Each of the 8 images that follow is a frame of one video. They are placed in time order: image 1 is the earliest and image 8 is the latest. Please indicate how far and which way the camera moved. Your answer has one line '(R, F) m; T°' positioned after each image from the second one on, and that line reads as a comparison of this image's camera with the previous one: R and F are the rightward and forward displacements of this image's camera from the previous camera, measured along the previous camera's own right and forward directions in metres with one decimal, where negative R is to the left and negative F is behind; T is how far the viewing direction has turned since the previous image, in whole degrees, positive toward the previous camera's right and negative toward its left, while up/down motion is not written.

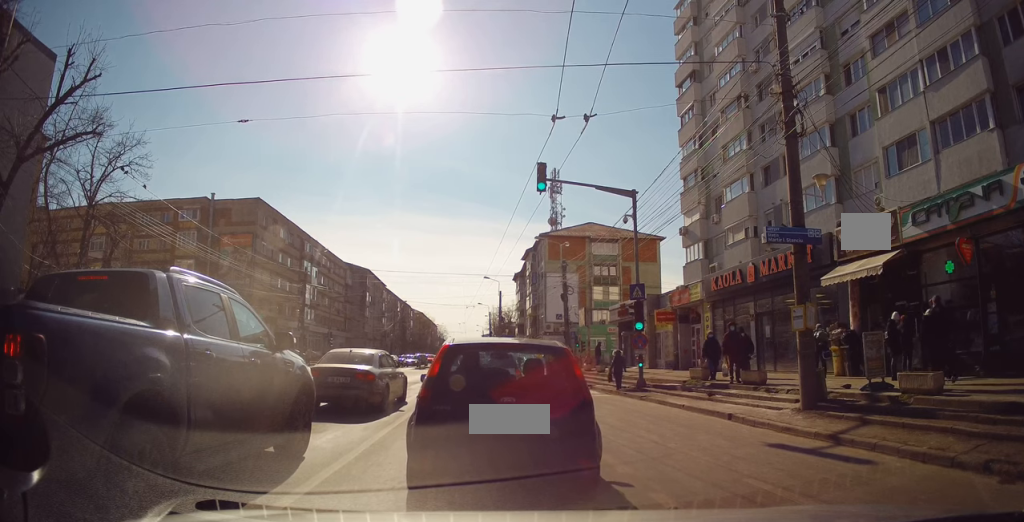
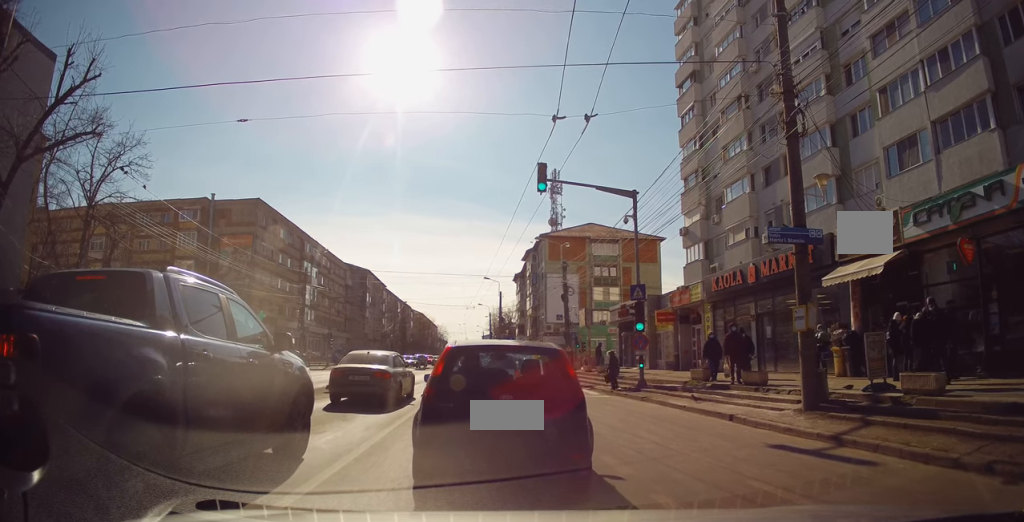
(0.0, 0.0) m; 0°
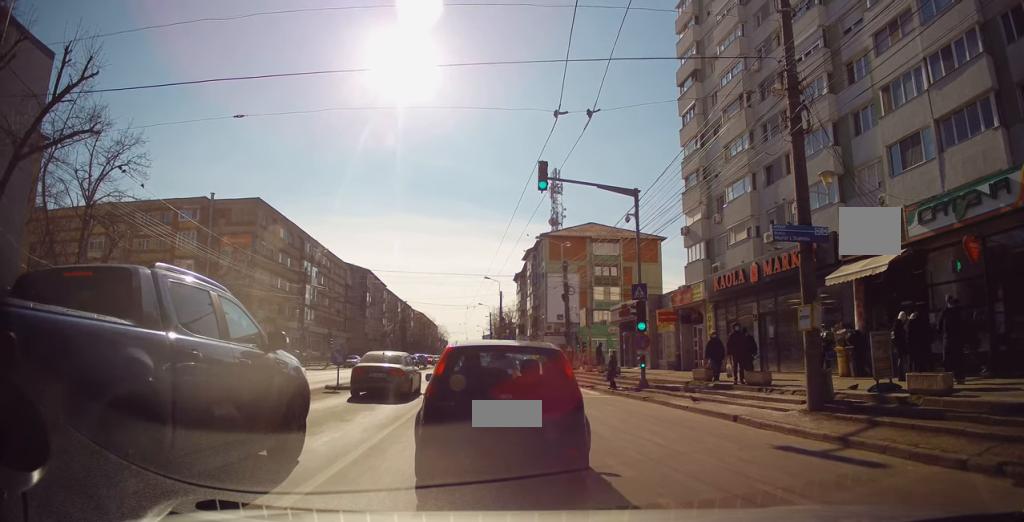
(0.0, 0.0) m; 0°
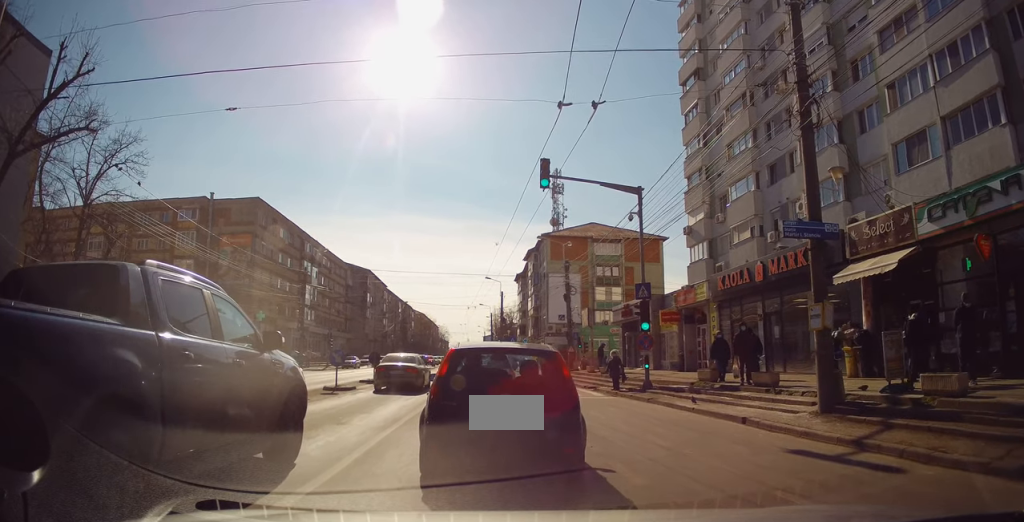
(0.0, 0.0) m; 0°
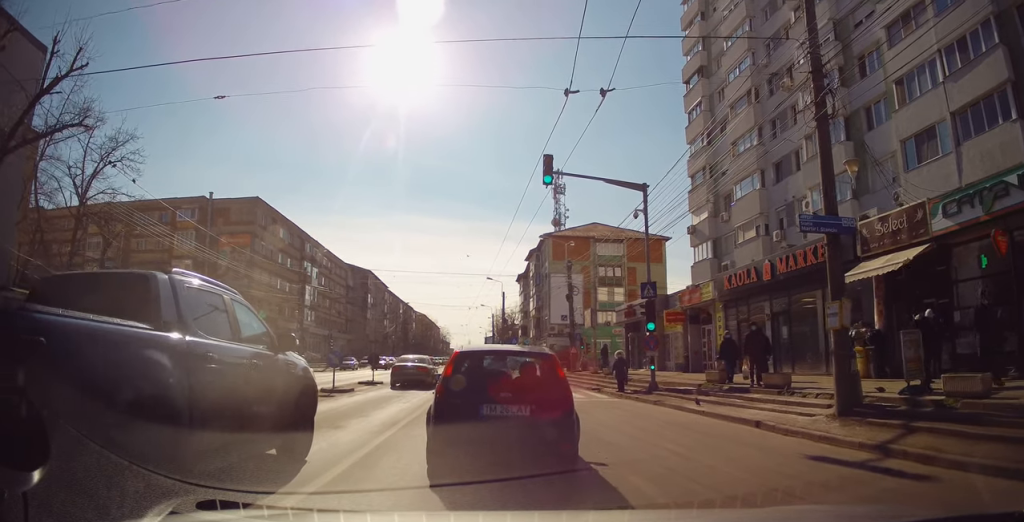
(0.0, +0.1) m; -1°
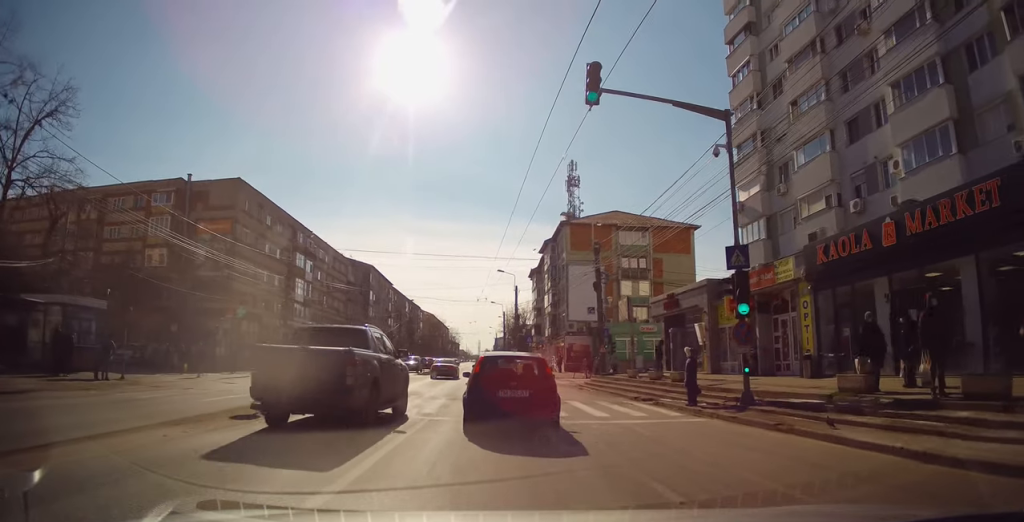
(-0.2, +5.1) m; +2°
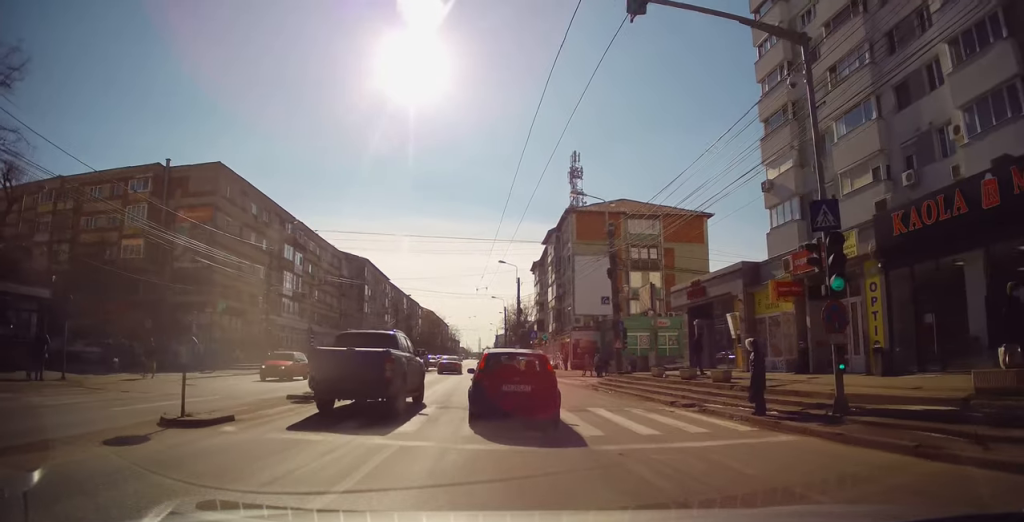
(+0.1, +3.2) m; +1°
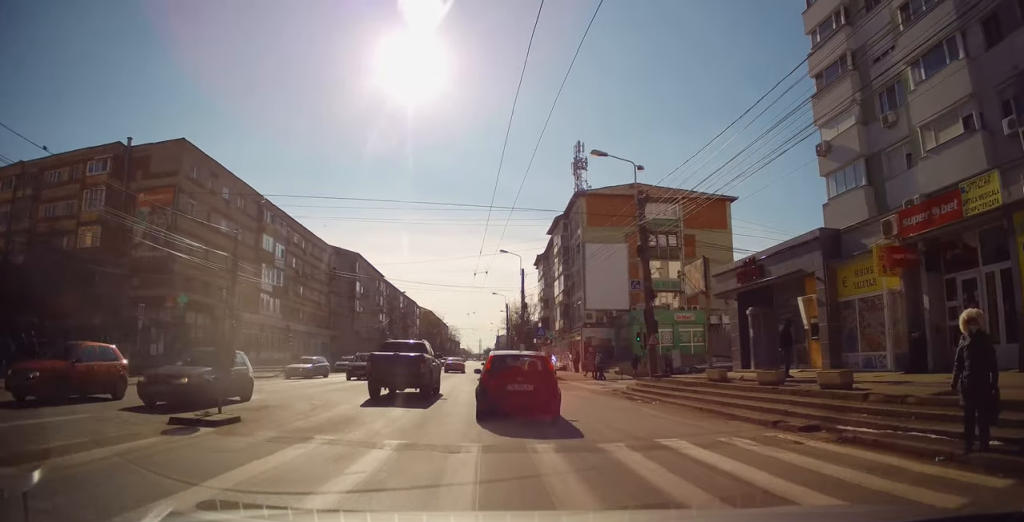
(-0.1, +5.6) m; -1°
